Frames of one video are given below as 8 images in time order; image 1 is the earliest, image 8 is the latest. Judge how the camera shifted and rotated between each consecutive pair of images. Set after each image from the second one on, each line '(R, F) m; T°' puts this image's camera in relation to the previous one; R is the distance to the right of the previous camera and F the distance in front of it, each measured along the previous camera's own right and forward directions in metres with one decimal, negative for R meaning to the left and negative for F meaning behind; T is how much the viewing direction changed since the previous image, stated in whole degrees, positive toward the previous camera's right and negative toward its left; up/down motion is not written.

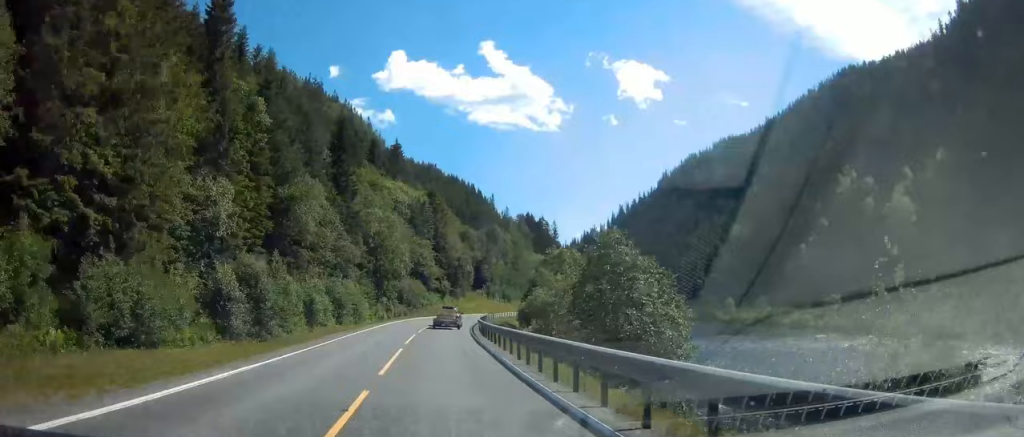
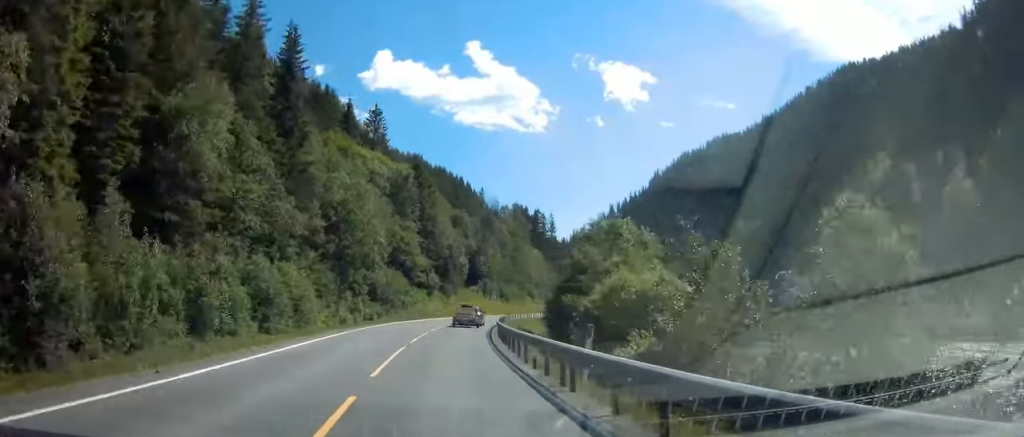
(0.0, +25.3) m; 0°
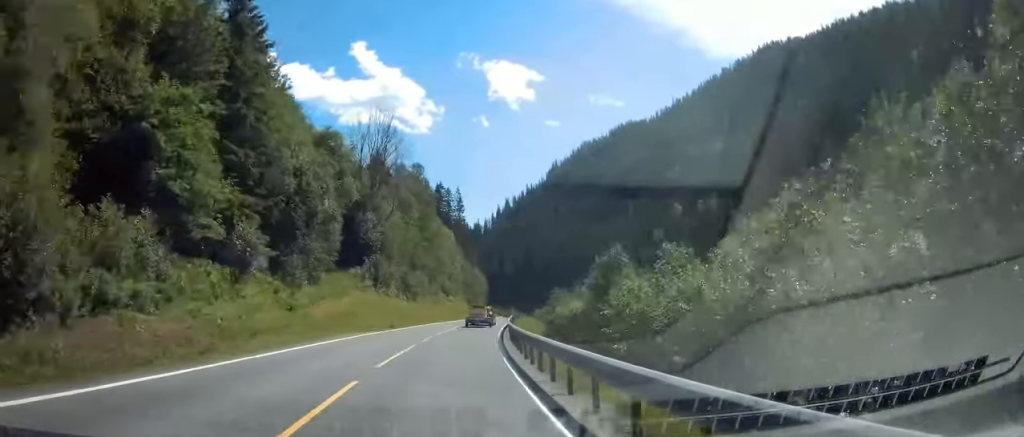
(+0.7, +56.0) m; +4°
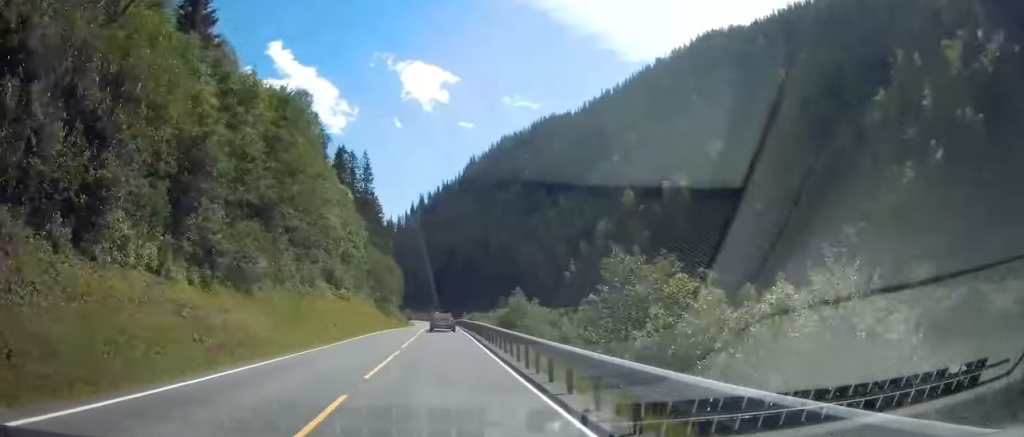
(+2.6, +47.9) m; +7°
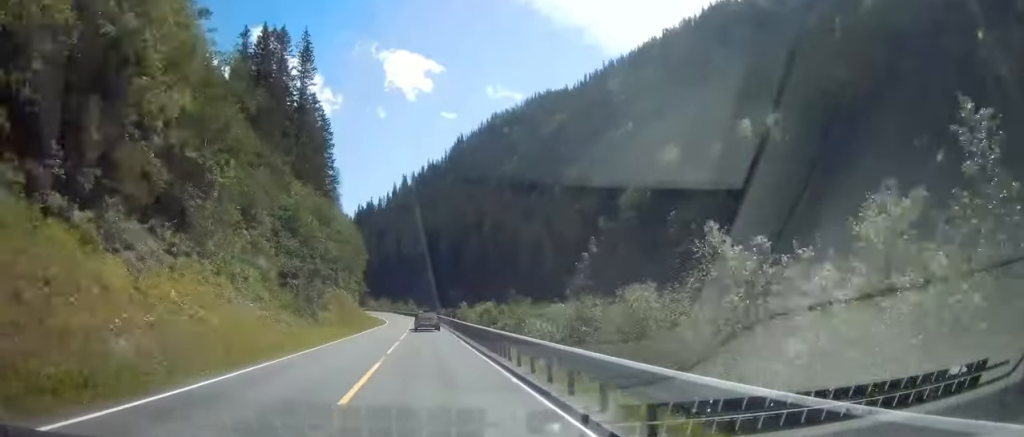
(+3.6, +63.1) m; +4°
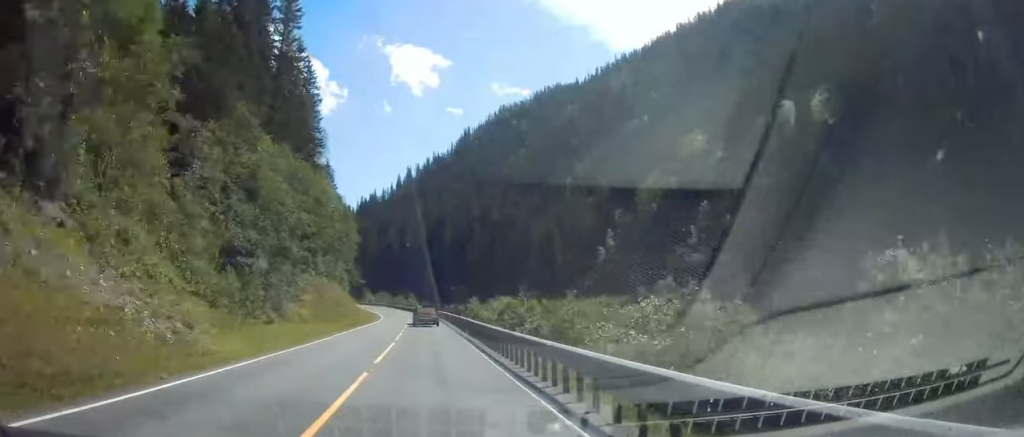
(-0.1, +17.6) m; 0°
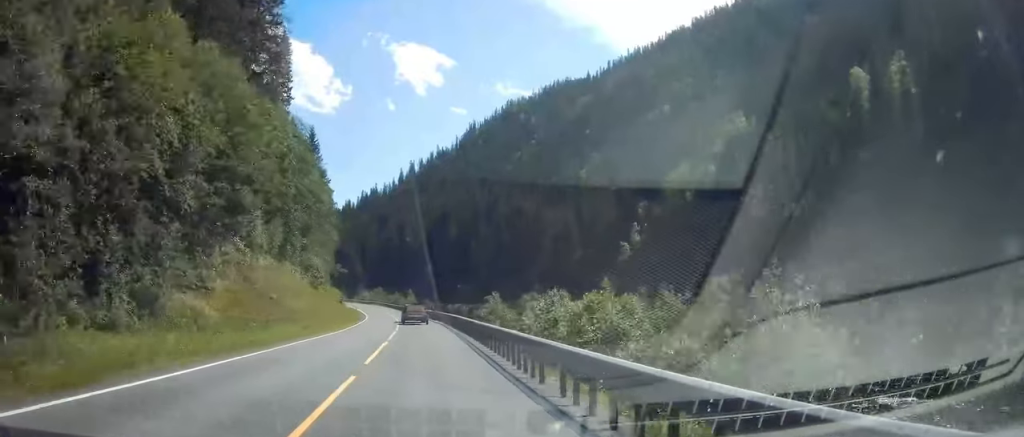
(+0.3, +26.2) m; 0°
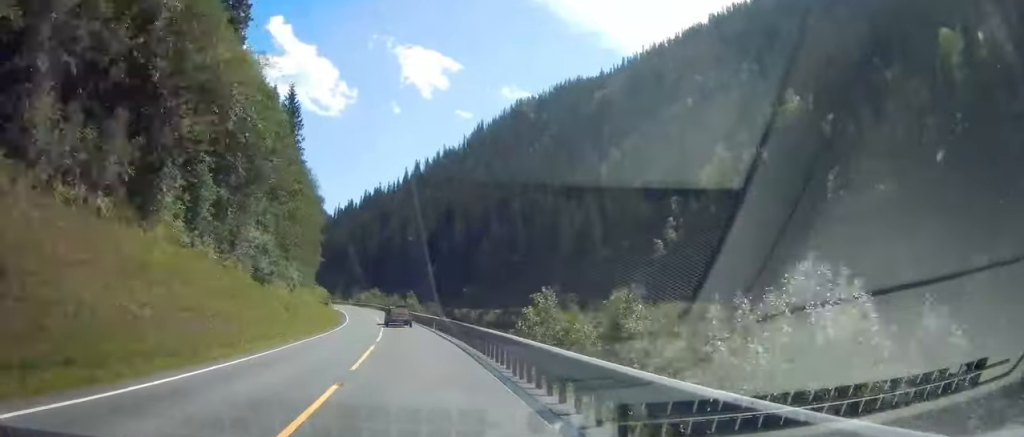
(+0.5, +26.3) m; -1°
